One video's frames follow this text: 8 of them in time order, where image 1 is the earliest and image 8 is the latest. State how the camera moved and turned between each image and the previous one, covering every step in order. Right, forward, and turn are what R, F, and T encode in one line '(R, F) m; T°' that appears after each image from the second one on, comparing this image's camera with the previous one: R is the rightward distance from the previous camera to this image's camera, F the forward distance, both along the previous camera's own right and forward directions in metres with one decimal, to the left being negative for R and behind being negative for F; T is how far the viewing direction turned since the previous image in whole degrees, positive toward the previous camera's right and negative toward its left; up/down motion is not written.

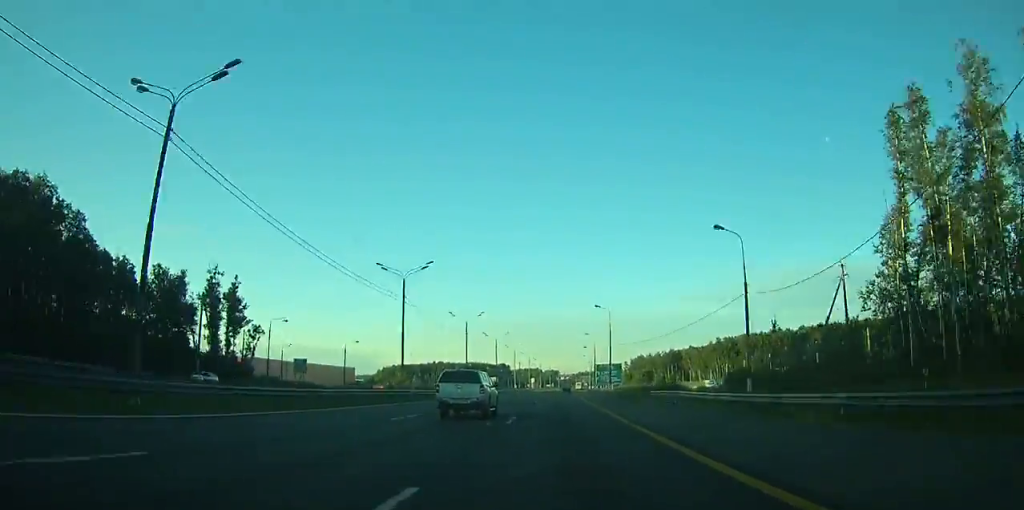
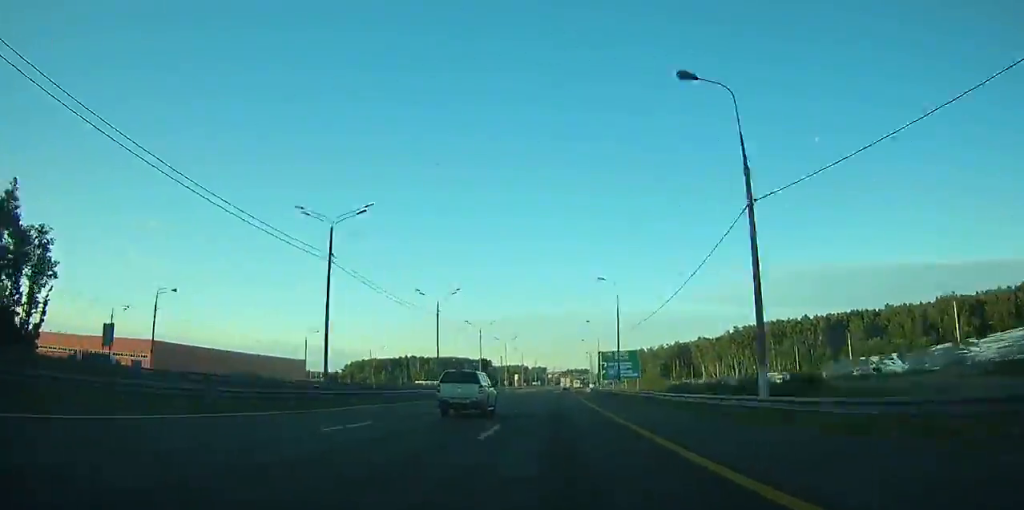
(+0.7, +56.2) m; +1°
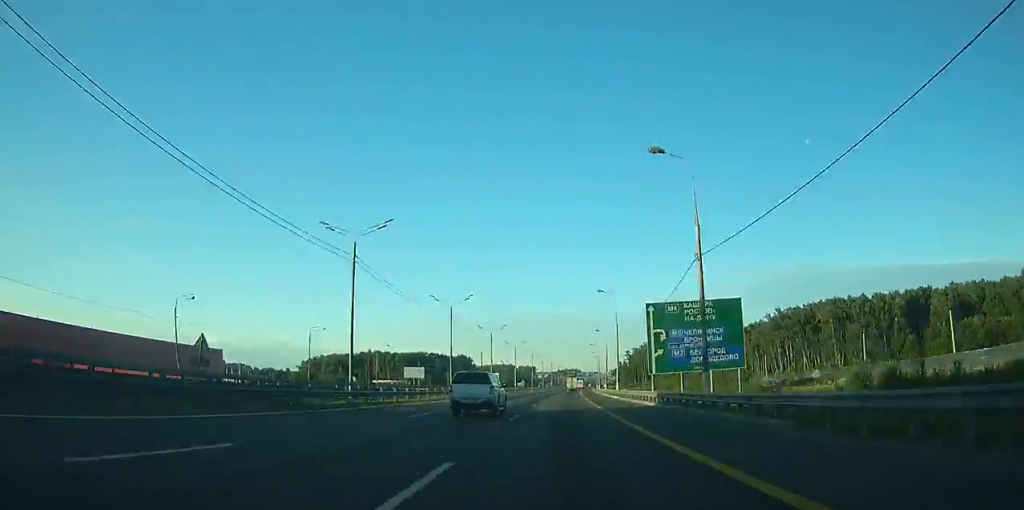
(+0.8, +69.6) m; +1°
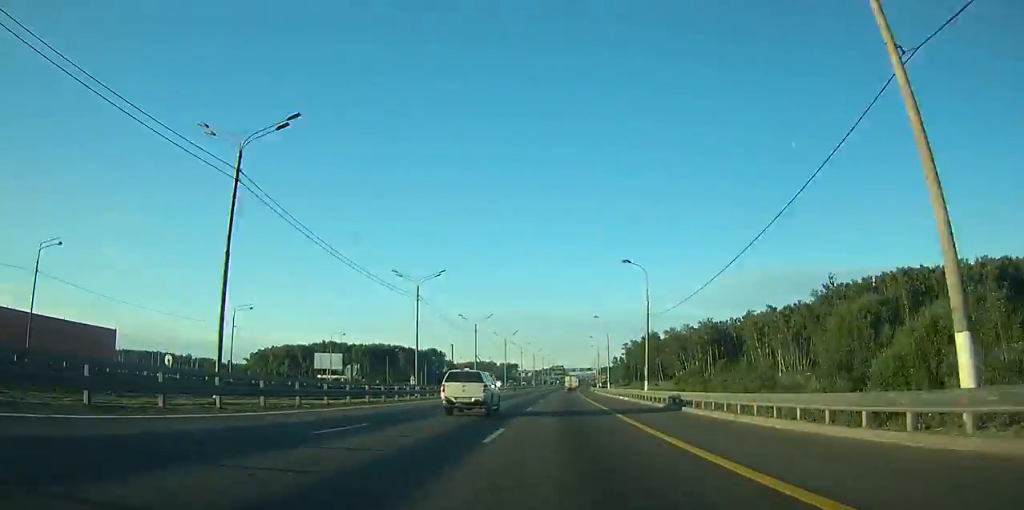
(+0.2, +53.9) m; +1°
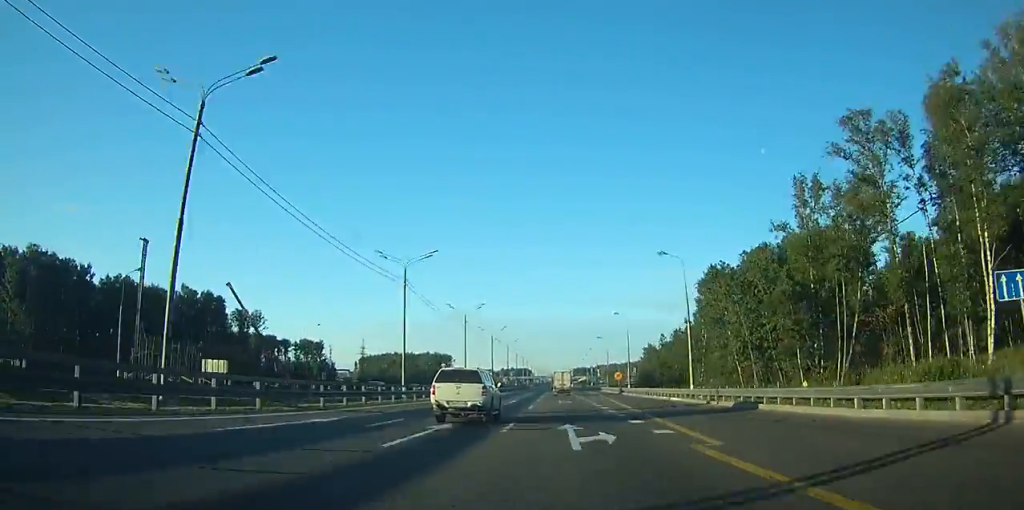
(+8.7, +230.9) m; +3°
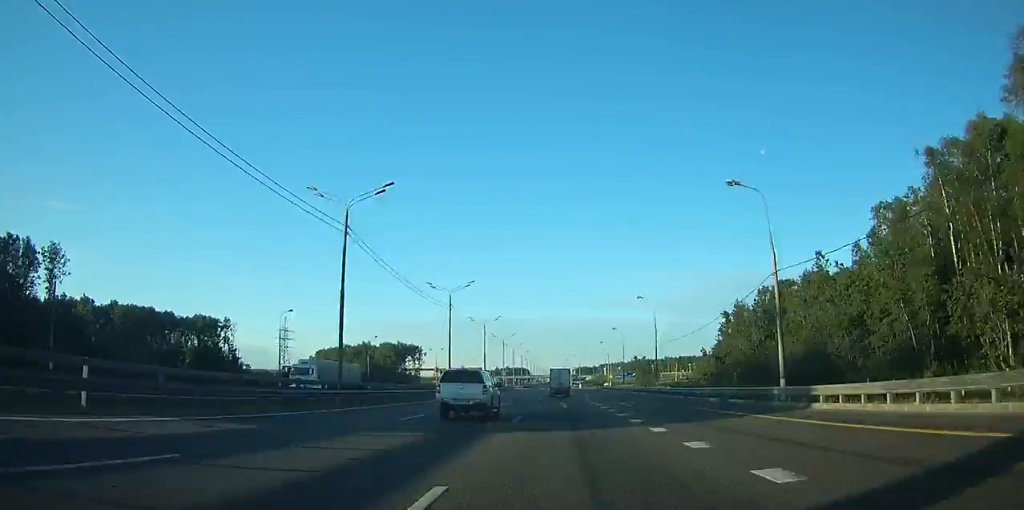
(+0.3, +94.2) m; 0°
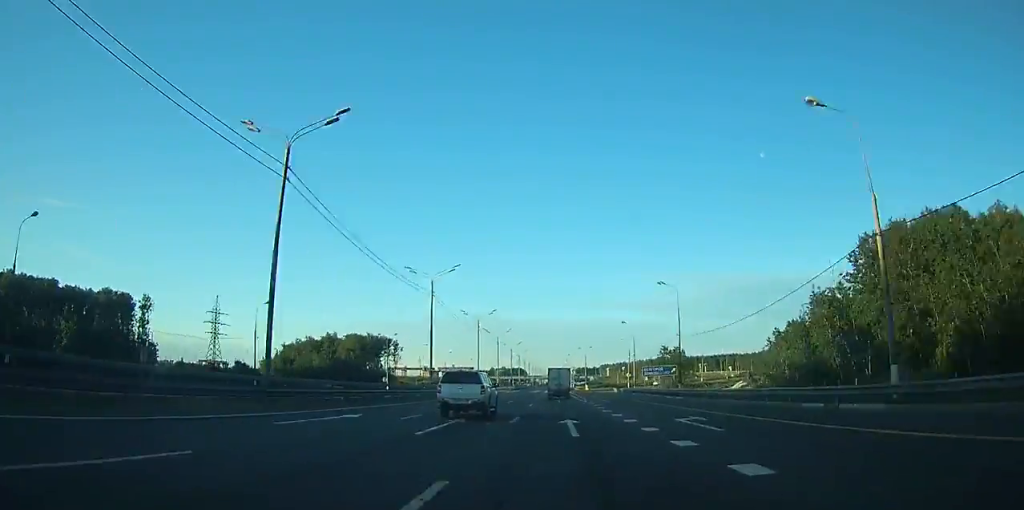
(0.0, +50.2) m; 0°
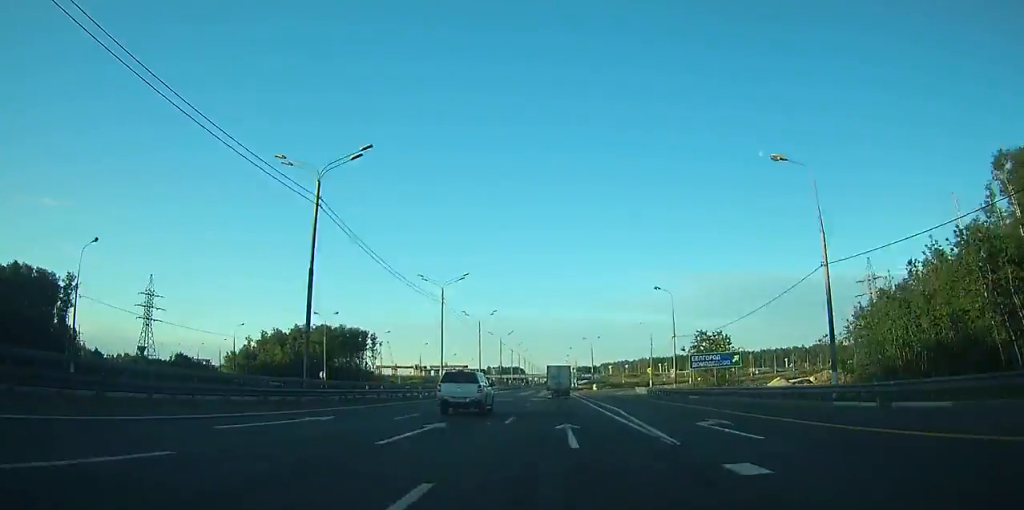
(0.0, +33.4) m; 0°
